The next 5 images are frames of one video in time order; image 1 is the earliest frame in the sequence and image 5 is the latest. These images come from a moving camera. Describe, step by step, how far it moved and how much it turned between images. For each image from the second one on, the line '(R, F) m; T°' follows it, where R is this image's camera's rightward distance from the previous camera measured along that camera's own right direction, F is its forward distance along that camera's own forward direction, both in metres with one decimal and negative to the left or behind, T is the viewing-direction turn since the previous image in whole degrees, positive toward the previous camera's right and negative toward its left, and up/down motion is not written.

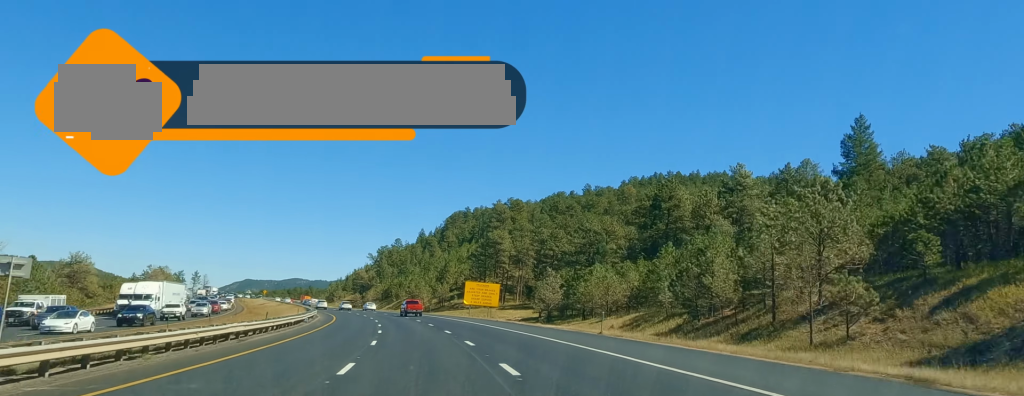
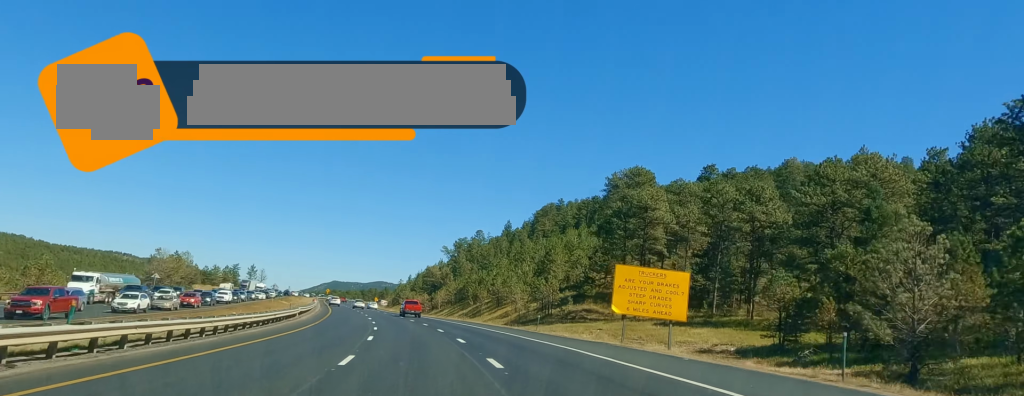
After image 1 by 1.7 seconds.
(-3.2, +59.3) m; -5°
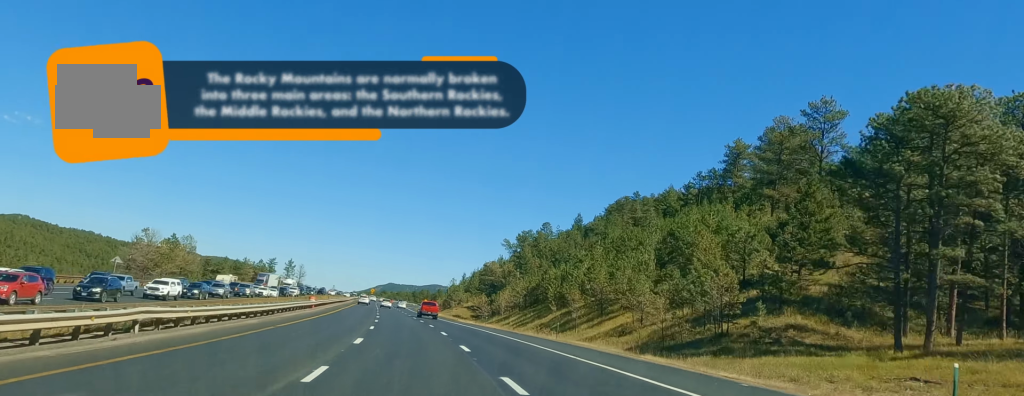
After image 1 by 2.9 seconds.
(+0.4, +40.7) m; -3°
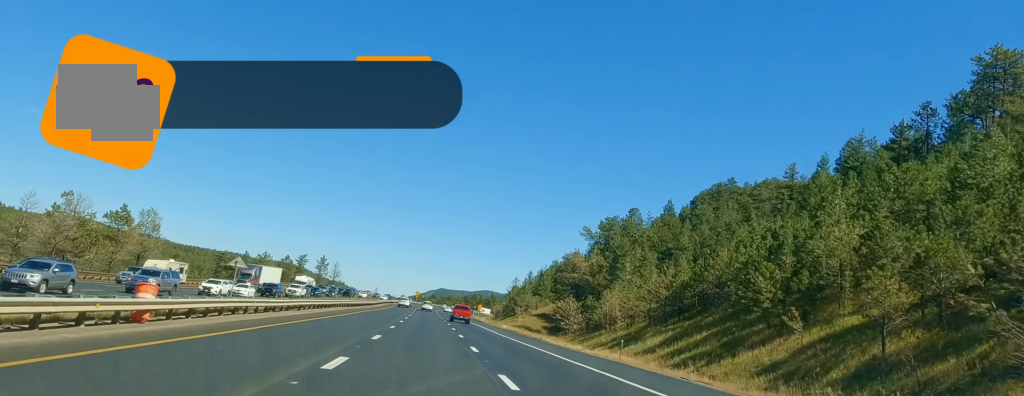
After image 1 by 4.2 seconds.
(-2.7, +46.5) m; -3°
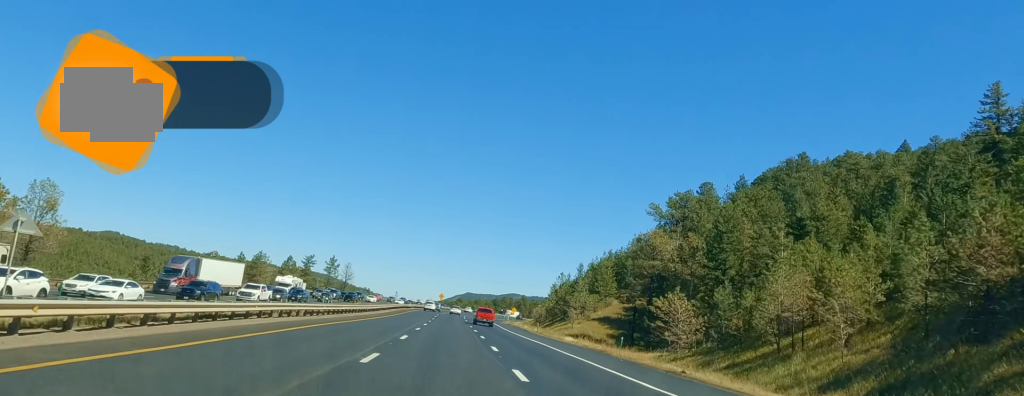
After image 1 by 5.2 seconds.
(-0.9, +33.8) m; -2°
